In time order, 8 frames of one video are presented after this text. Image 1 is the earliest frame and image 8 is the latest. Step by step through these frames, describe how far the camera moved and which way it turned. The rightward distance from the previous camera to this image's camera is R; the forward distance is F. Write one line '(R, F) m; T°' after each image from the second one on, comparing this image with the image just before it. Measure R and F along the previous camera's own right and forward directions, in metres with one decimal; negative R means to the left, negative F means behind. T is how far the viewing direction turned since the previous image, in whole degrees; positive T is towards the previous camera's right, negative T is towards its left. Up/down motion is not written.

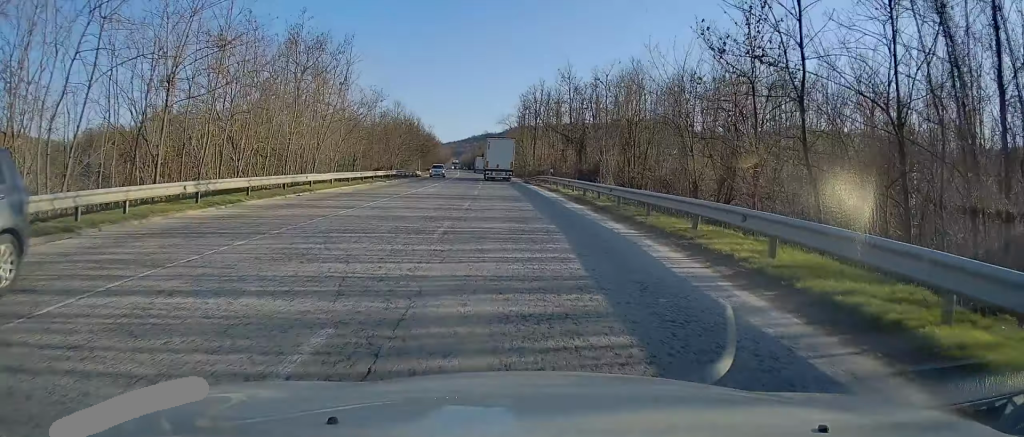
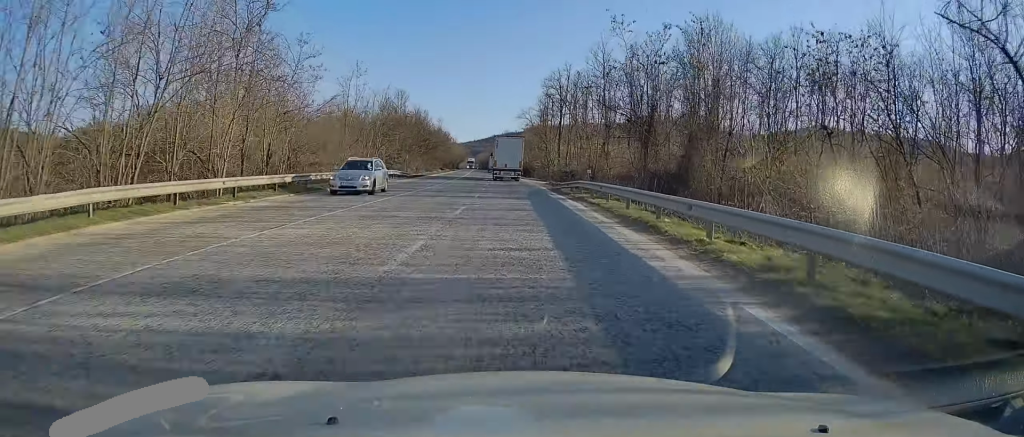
(-0.2, +21.6) m; -1°
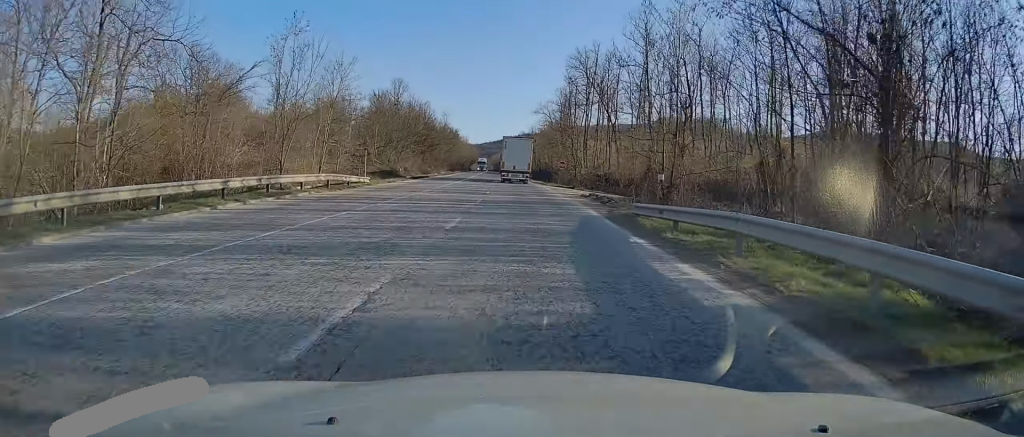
(-0.3, +21.3) m; -1°
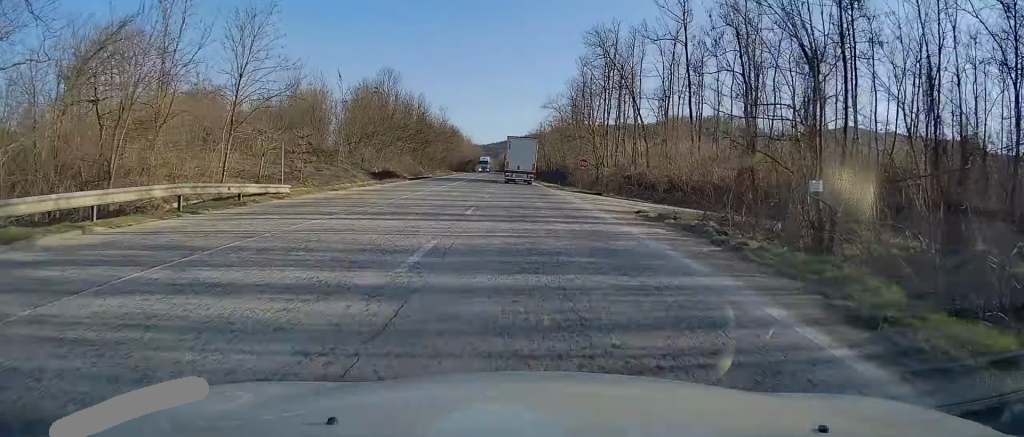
(-0.2, +14.9) m; -1°
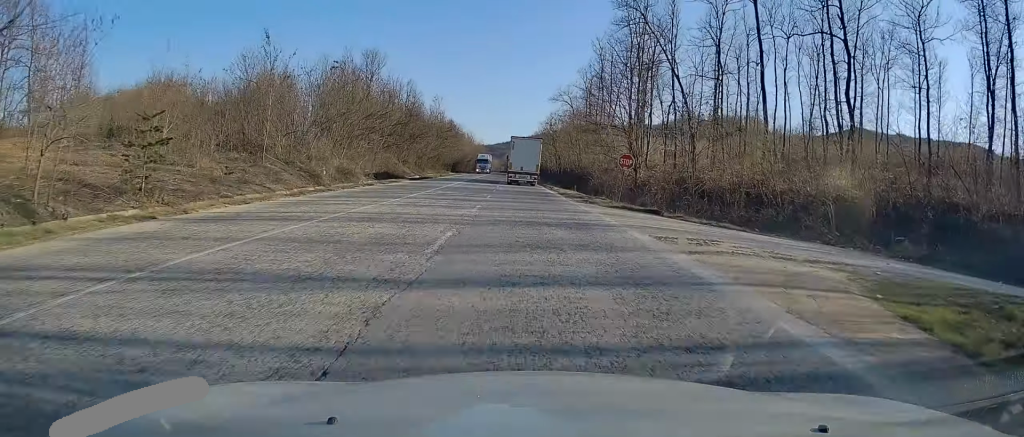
(-0.1, +16.4) m; 0°
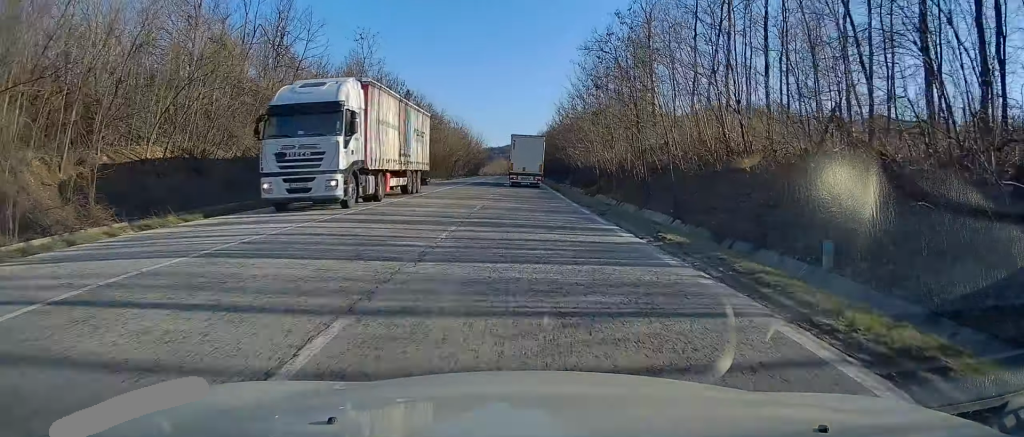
(-0.6, +52.5) m; -1°
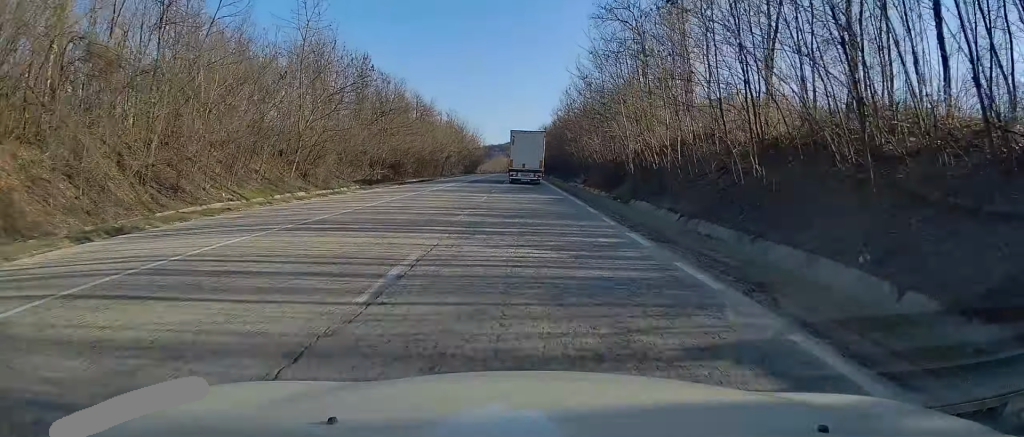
(0.0, +14.1) m; 0°
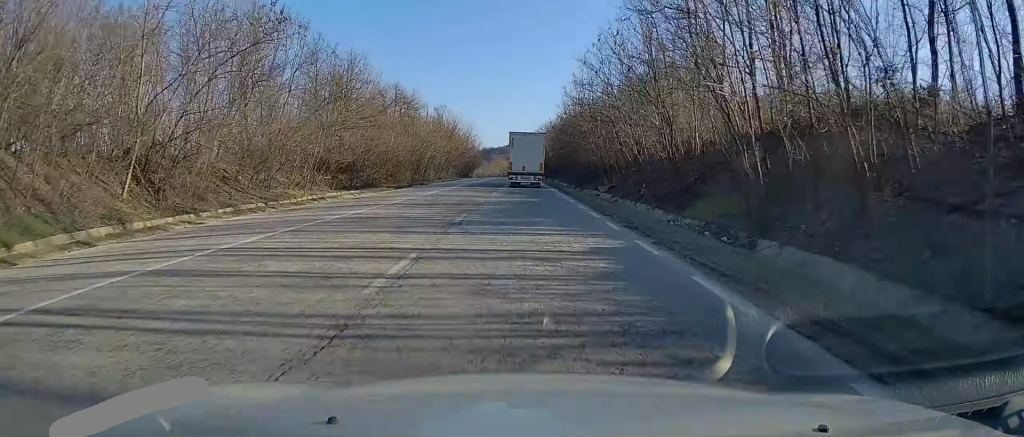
(0.0, +17.3) m; 0°
